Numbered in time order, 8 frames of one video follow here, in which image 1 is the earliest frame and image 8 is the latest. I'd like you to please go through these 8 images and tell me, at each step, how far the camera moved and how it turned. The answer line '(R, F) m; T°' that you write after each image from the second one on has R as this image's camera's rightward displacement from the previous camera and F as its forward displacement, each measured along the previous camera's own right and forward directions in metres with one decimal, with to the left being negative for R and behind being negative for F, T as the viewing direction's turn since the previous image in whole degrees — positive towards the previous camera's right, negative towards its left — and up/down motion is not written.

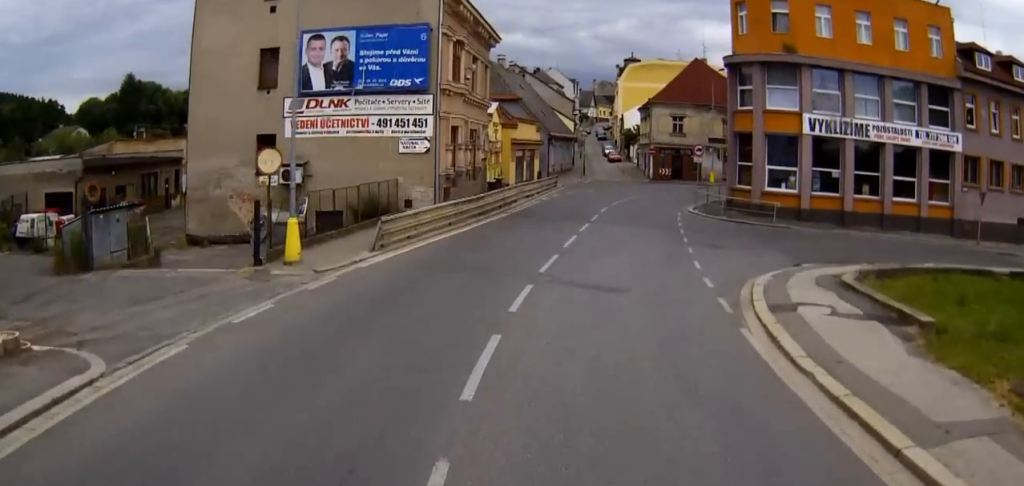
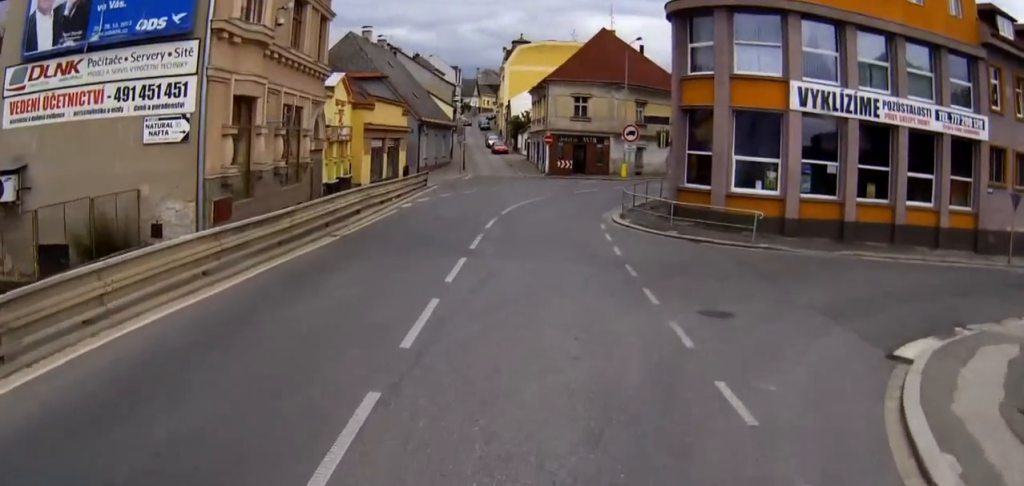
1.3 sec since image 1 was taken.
(+0.7, +13.0) m; +15°
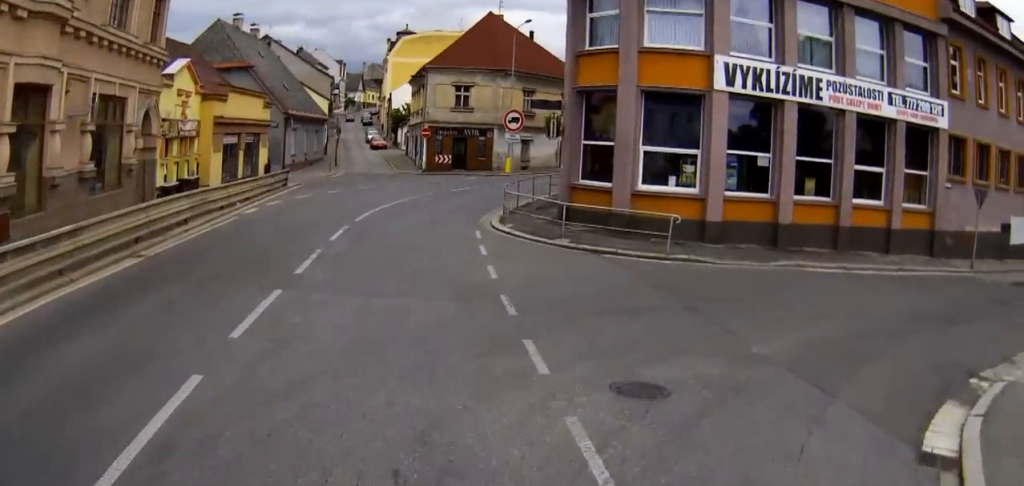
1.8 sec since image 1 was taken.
(+1.0, +4.5) m; +12°
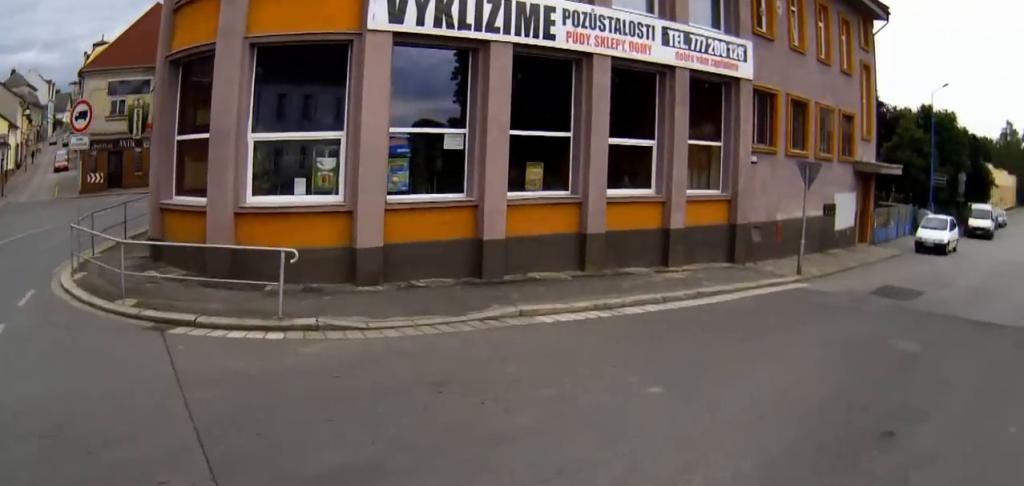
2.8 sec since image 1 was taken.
(+1.7, +8.1) m; +25°
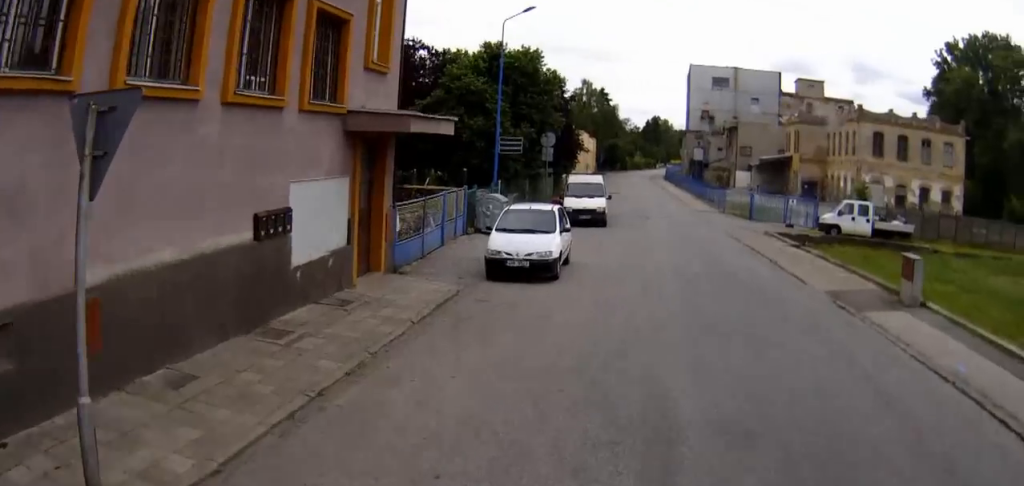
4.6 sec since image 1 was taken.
(+4.0, +11.9) m; +26°
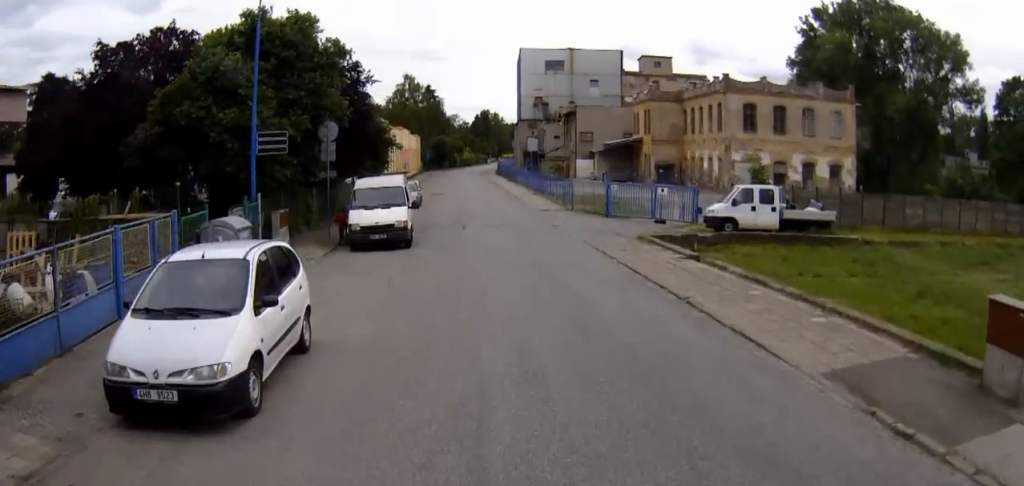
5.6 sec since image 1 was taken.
(+0.1, +7.6) m; +1°
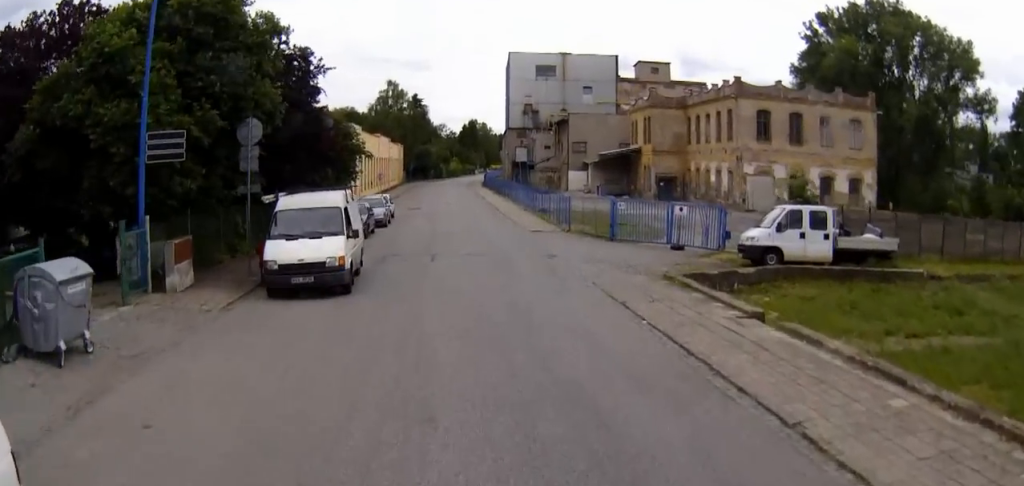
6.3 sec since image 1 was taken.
(+0.1, +5.8) m; 0°
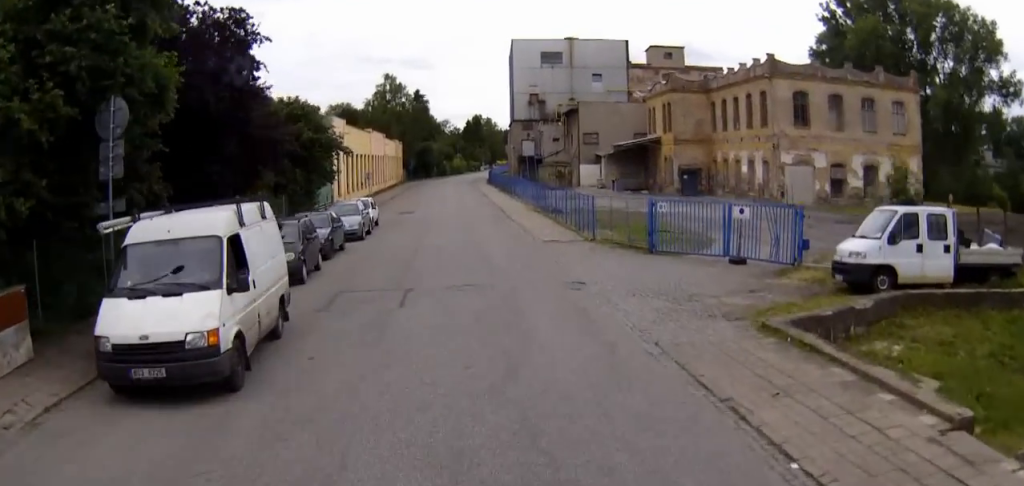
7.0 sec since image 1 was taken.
(0.0, +6.7) m; -1°
